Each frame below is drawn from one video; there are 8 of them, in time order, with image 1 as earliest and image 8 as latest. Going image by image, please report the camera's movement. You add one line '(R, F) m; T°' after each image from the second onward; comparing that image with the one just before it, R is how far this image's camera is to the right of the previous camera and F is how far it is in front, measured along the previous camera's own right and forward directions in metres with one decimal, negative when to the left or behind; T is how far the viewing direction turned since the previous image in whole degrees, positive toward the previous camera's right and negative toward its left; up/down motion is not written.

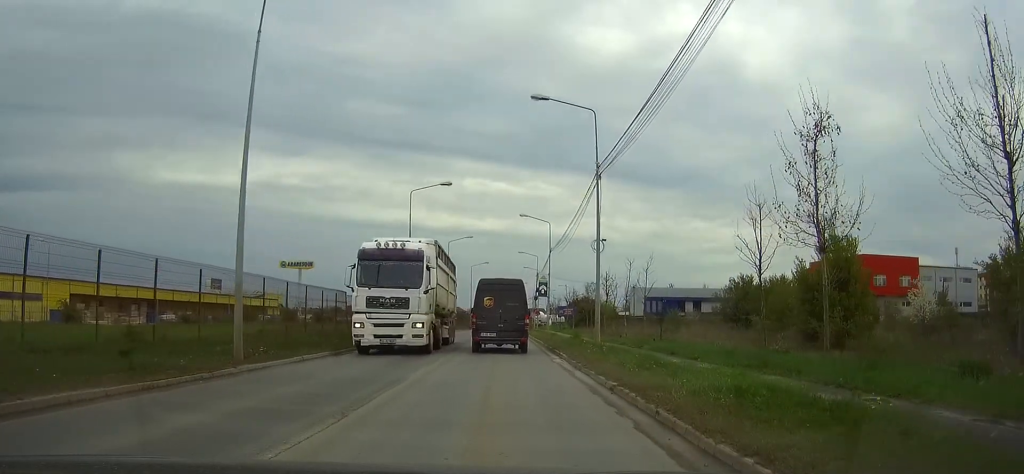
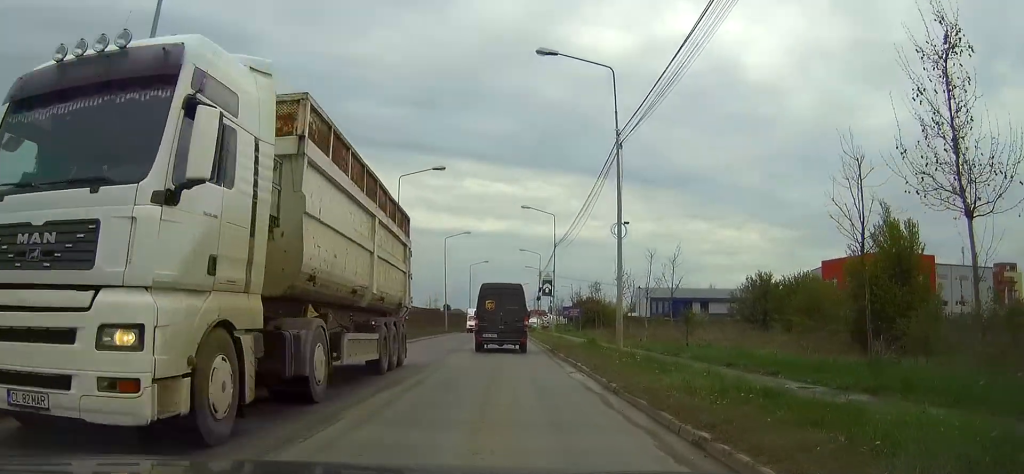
(-0.1, +5.4) m; -3°
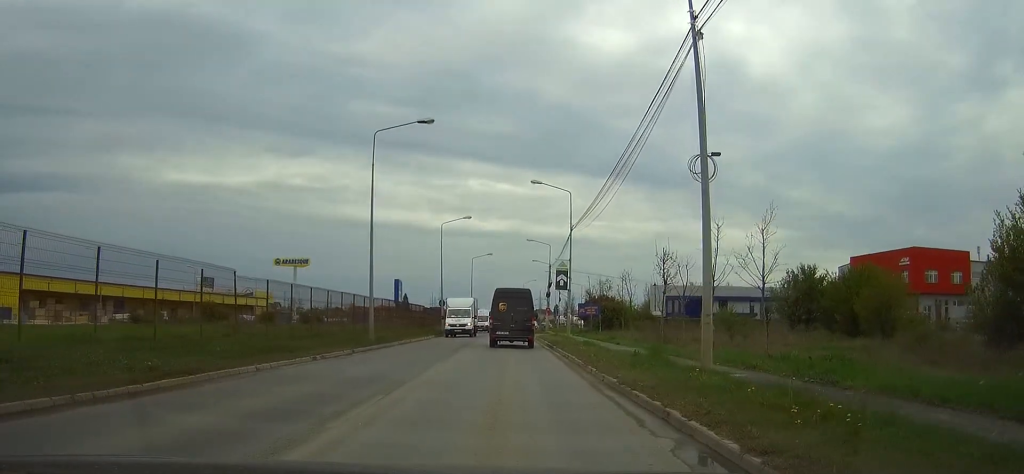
(-0.3, +10.2) m; 0°
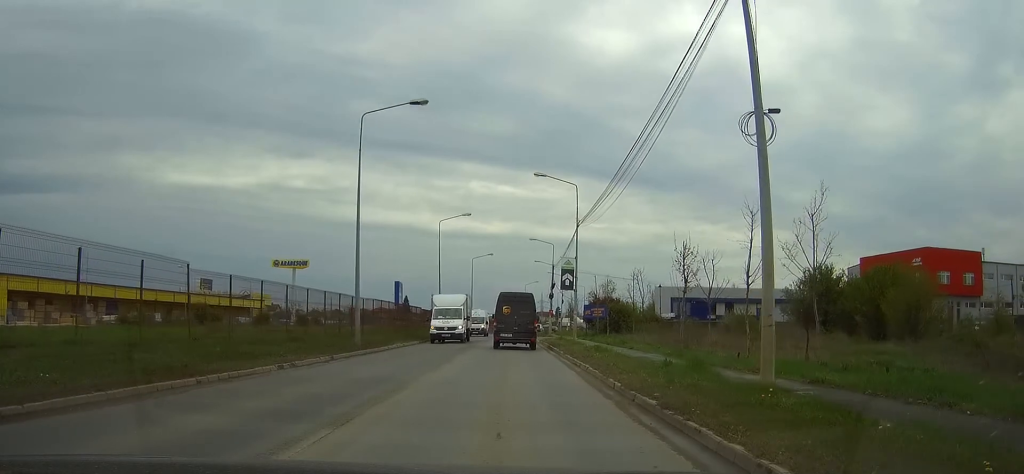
(+0.1, +3.5) m; +1°
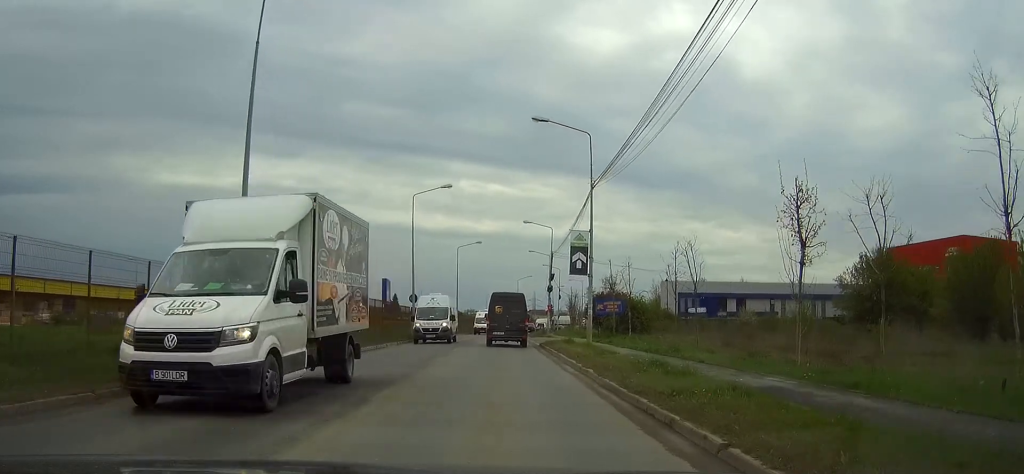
(+0.2, +11.5) m; -1°
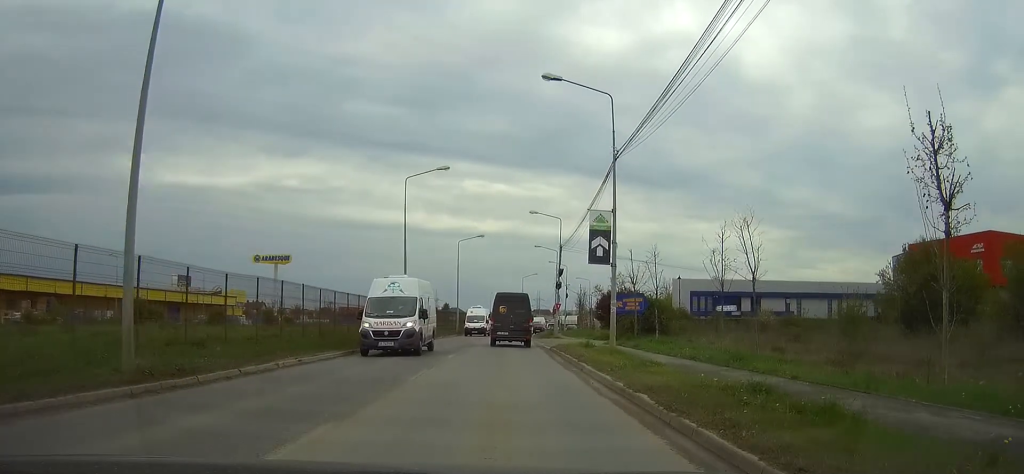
(-0.1, +5.5) m; 0°
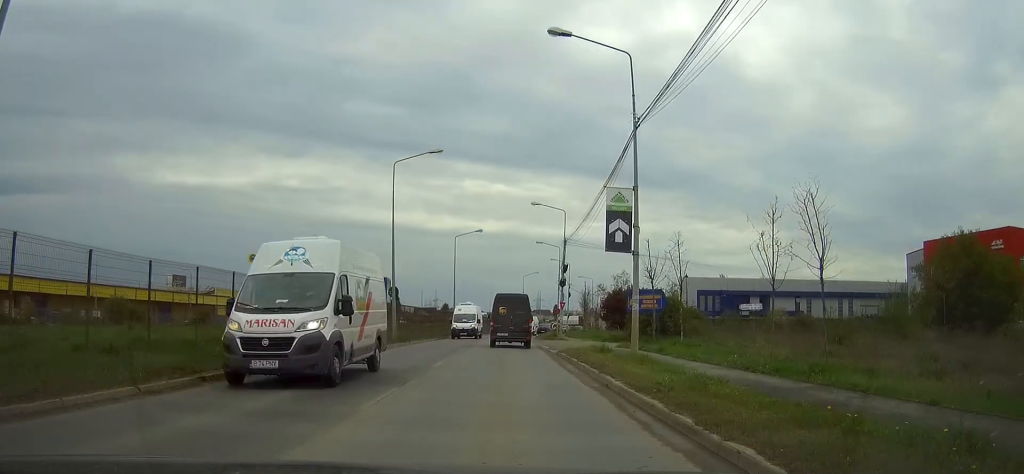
(0.0, +4.3) m; 0°
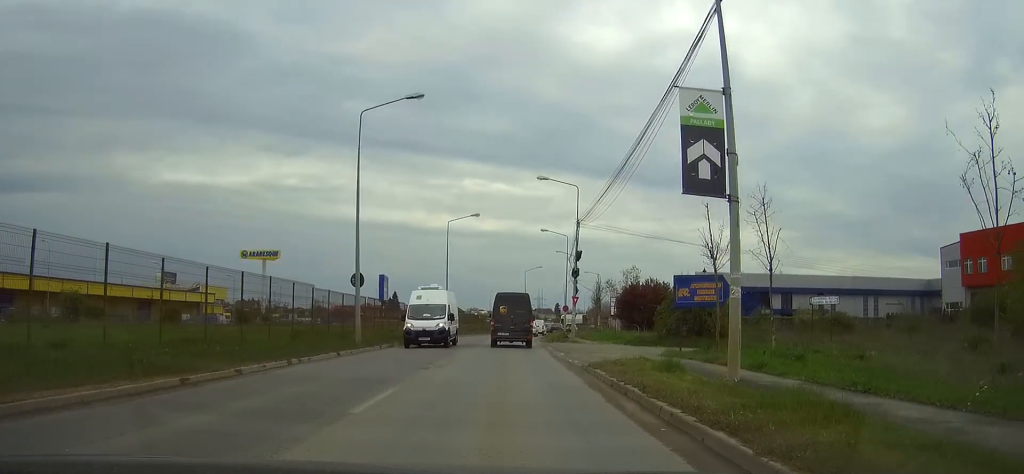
(0.0, +9.2) m; -1°
